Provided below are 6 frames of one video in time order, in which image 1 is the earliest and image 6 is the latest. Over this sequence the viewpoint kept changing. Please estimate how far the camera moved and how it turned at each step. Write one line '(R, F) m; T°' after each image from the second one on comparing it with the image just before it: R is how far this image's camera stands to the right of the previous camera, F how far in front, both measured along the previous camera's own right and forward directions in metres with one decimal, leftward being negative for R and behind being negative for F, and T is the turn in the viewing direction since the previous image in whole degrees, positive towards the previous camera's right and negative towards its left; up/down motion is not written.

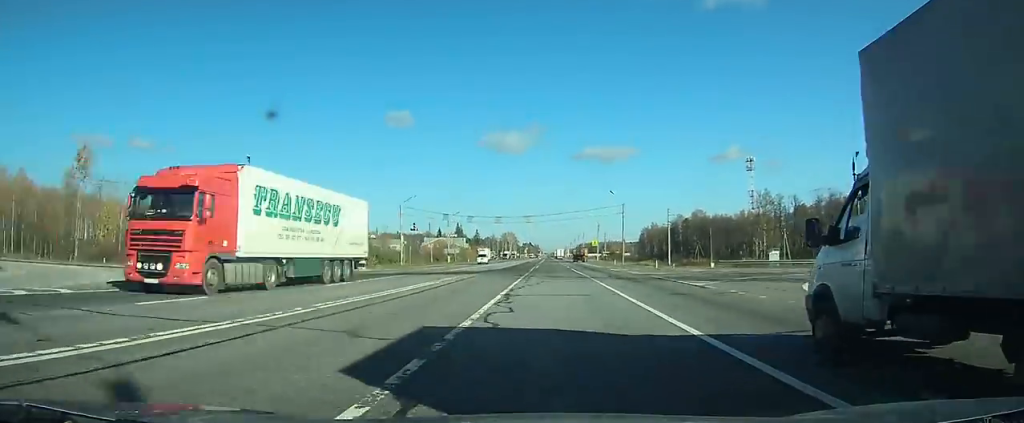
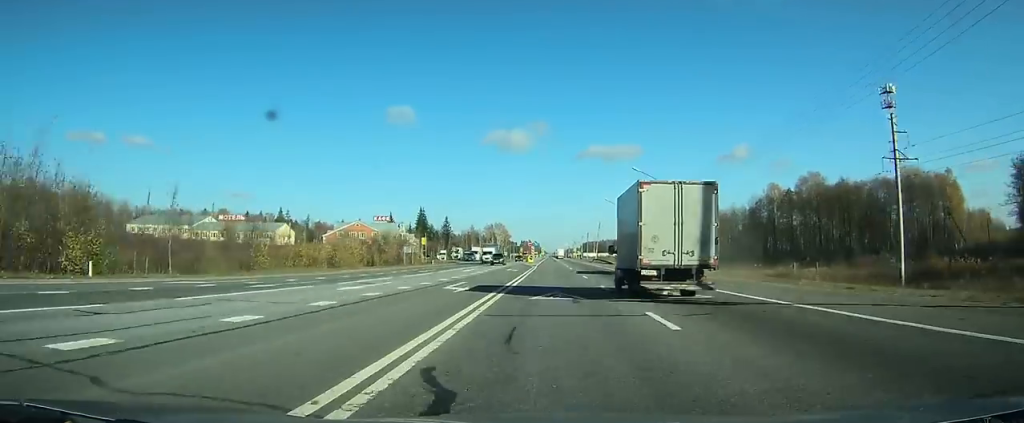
(+0.4, +130.4) m; 0°
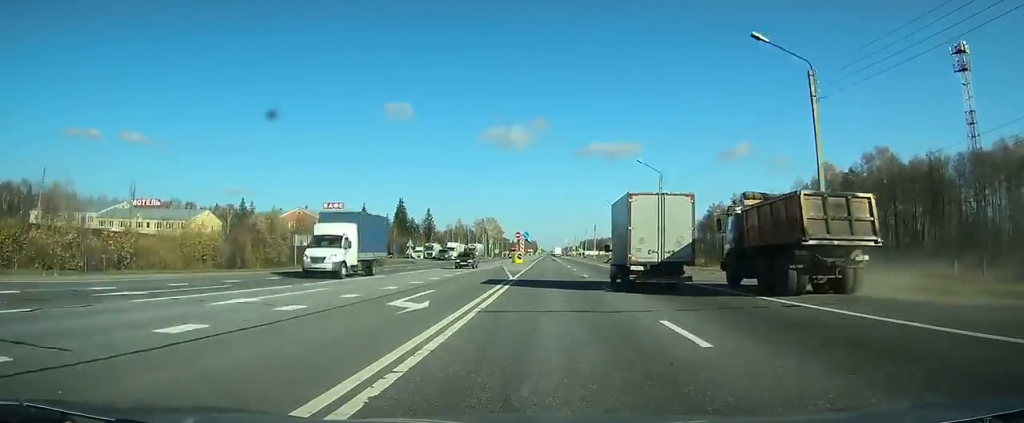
(0.0, +36.0) m; 0°
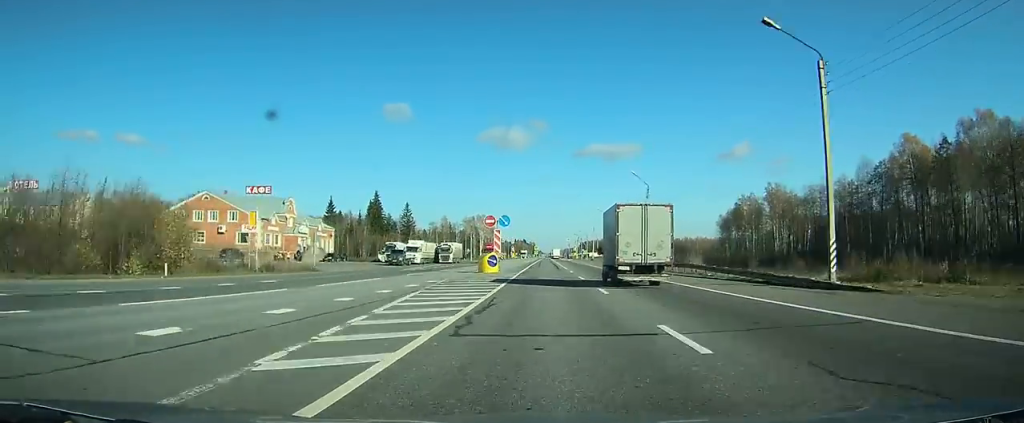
(+0.1, +34.6) m; 0°
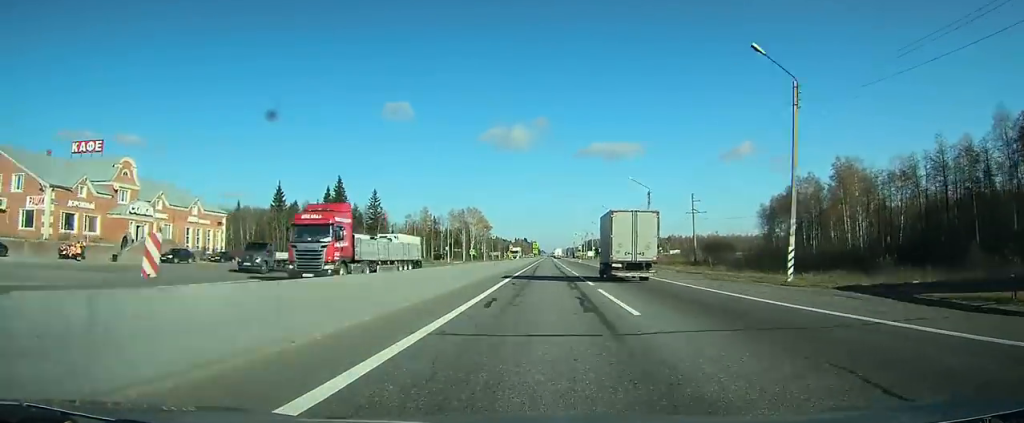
(0.0, +44.1) m; 0°
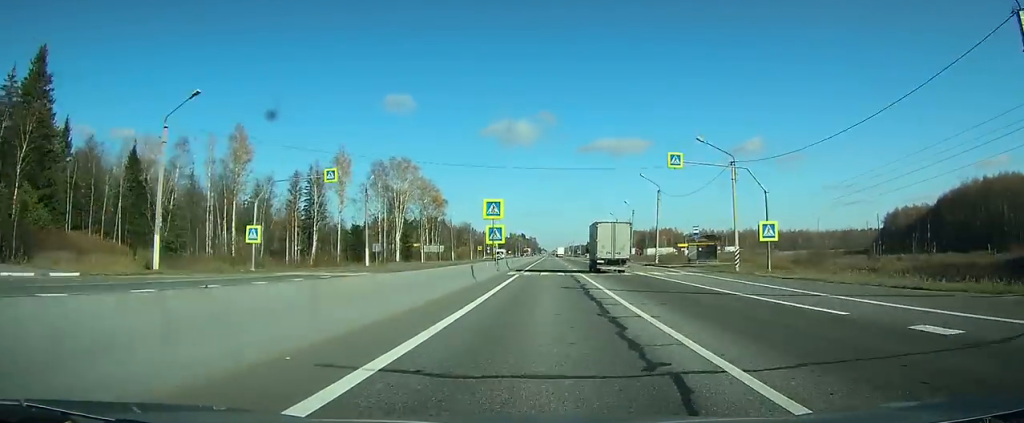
(-0.9, +127.4) m; -1°
